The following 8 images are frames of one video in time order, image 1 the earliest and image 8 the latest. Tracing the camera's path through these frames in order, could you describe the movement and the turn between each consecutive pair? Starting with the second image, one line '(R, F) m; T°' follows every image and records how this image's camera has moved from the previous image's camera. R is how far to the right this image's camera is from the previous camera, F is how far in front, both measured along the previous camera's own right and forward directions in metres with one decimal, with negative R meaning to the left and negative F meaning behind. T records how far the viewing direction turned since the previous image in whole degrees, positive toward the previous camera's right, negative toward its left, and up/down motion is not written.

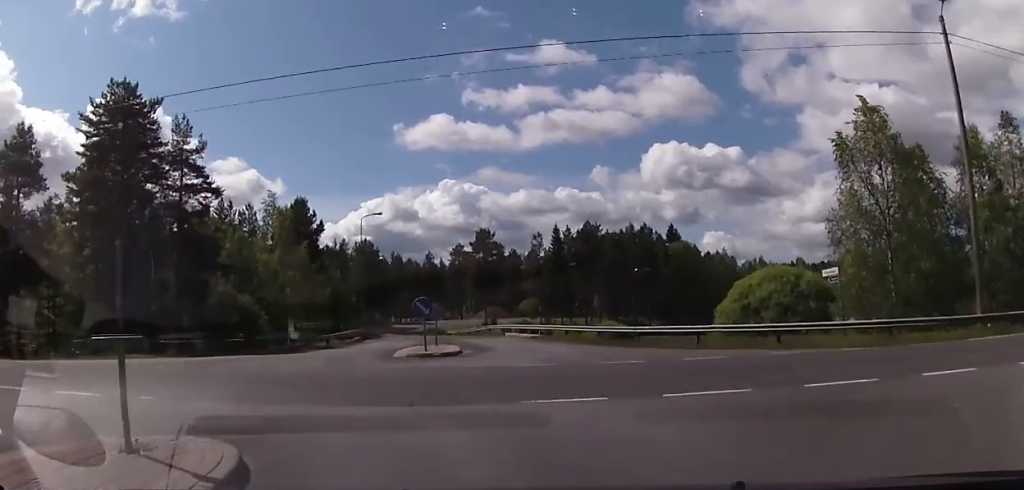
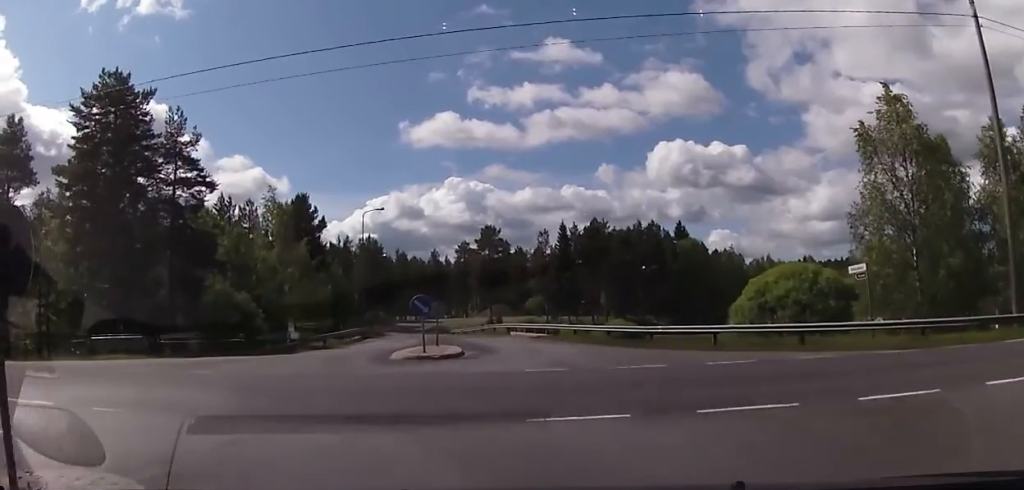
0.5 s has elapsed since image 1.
(0.0, +2.0) m; -2°
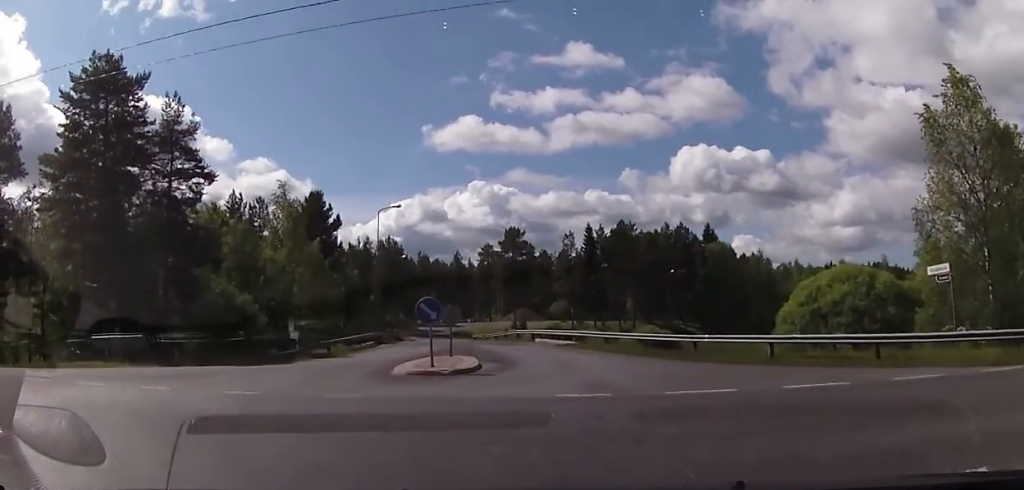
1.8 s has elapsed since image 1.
(-0.4, +5.0) m; -10°
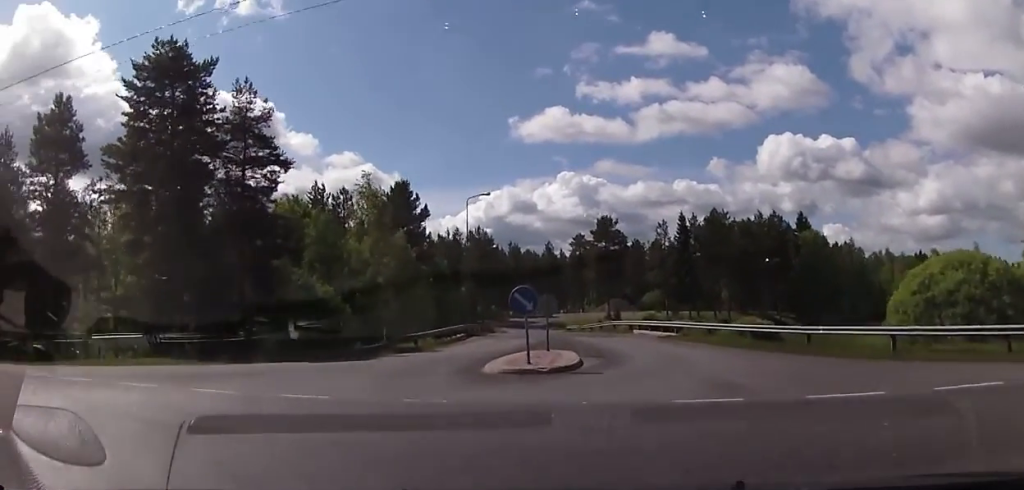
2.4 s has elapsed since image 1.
(0.0, +1.9) m; -8°
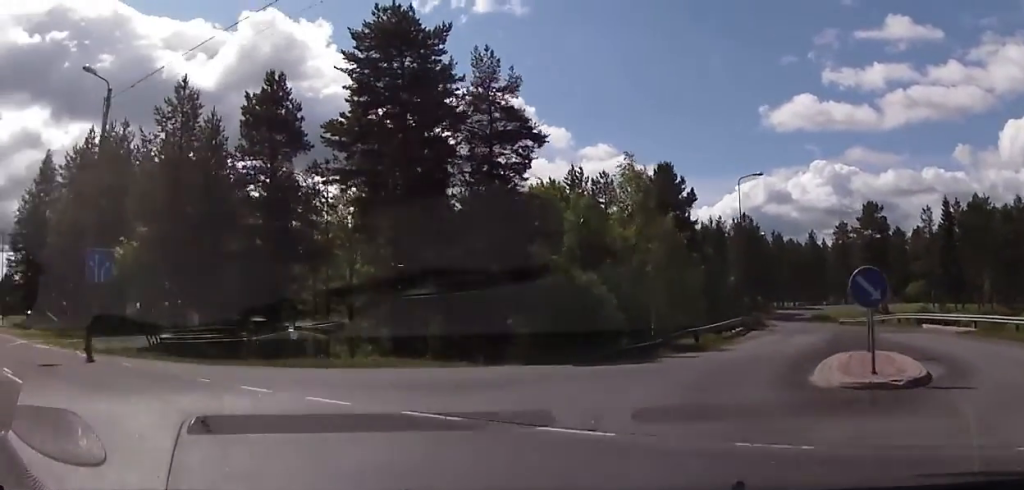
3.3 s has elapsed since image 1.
(-0.3, +3.0) m; -20°
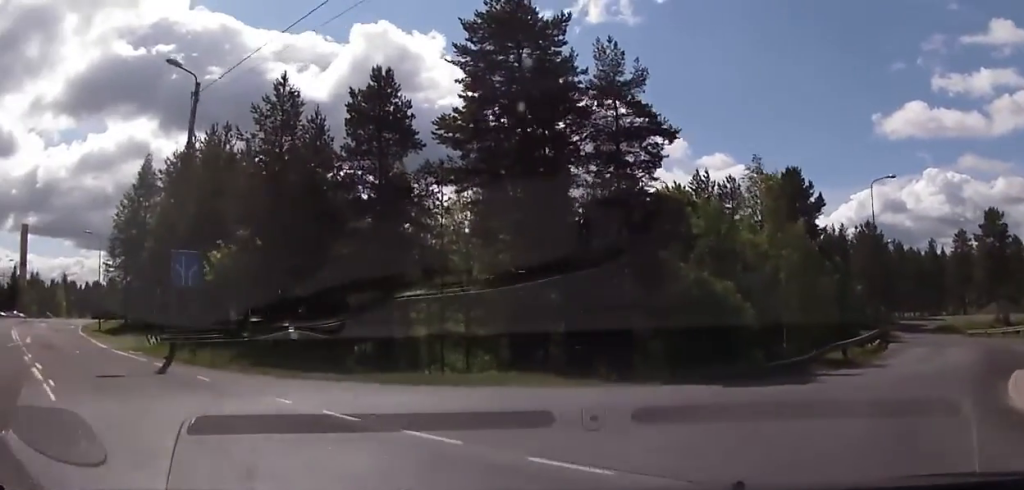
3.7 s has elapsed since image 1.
(-0.4, +1.8) m; -6°
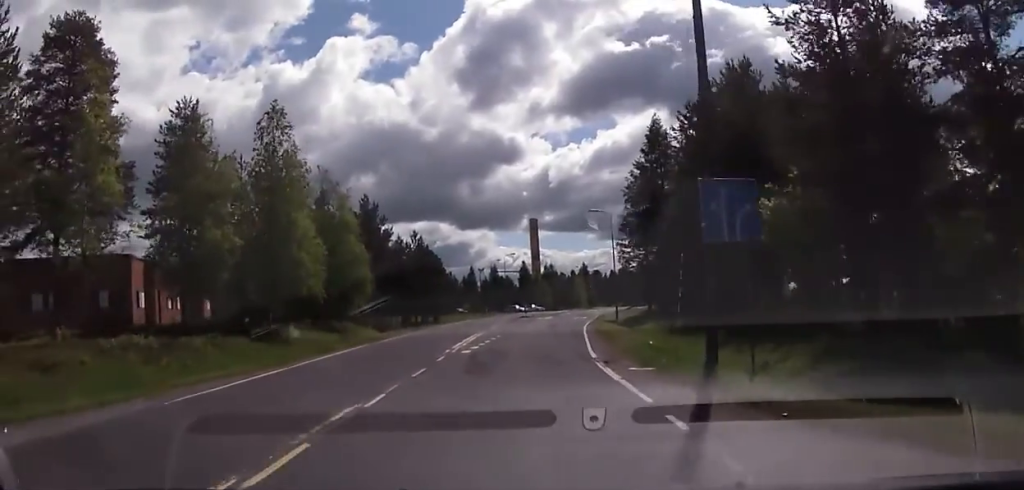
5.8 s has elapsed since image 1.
(-3.2, +10.1) m; -32°
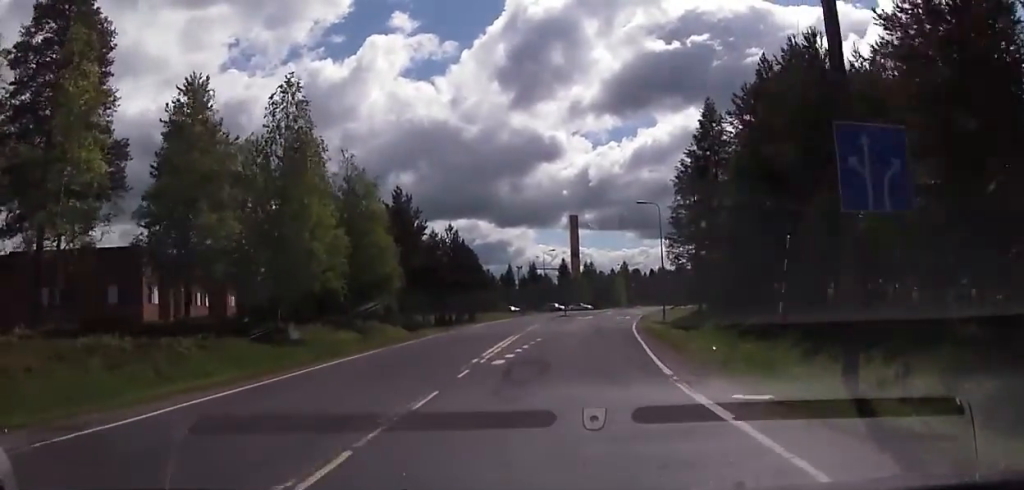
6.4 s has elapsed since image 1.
(-0.4, +4.3) m; -5°
